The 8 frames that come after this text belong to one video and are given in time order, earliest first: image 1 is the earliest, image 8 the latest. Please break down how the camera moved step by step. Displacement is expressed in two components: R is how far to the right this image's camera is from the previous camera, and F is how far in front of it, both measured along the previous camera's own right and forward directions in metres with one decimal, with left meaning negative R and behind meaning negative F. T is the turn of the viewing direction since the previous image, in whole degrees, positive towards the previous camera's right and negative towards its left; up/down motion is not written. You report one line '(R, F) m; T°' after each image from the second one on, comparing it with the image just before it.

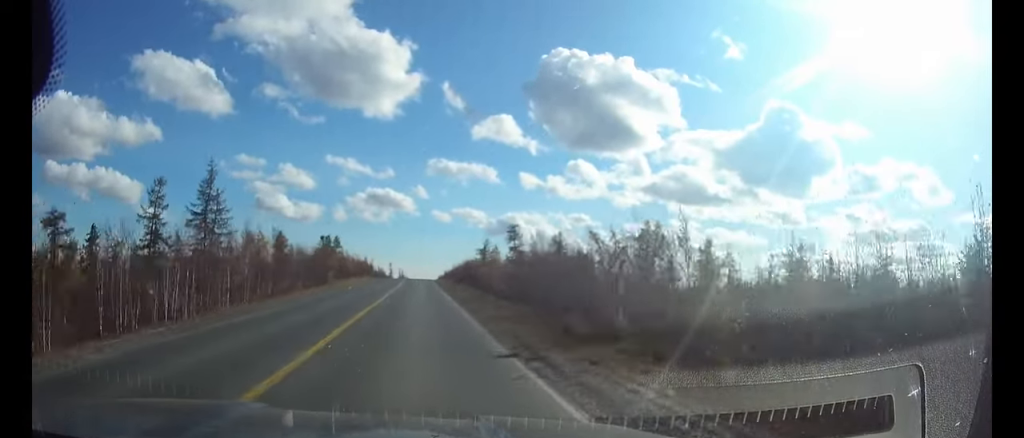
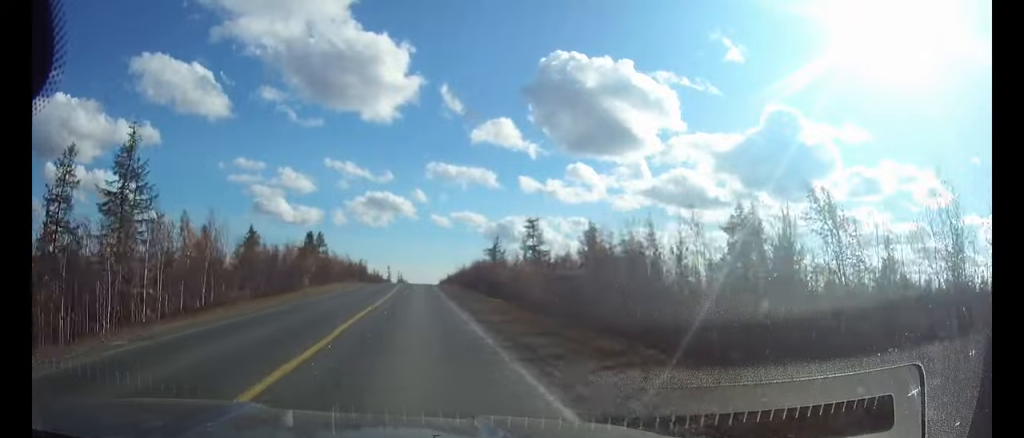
(0.0, +14.6) m; 0°
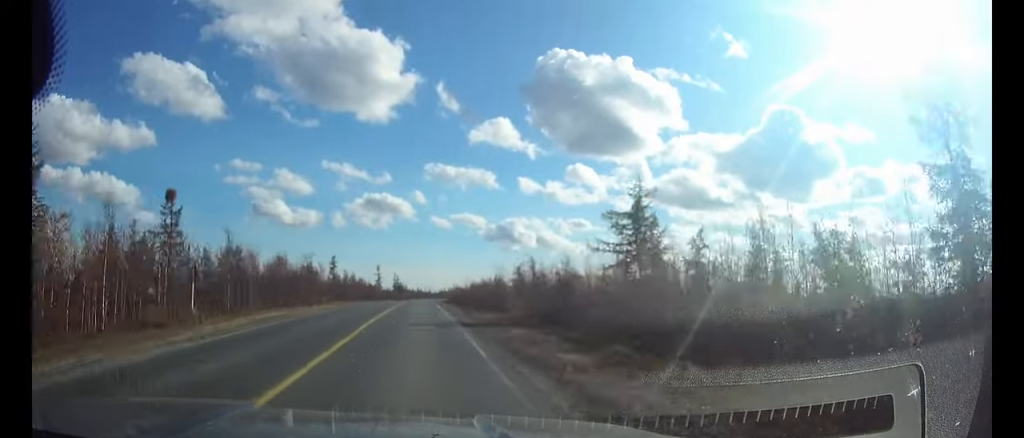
(0.0, +62.2) m; 0°
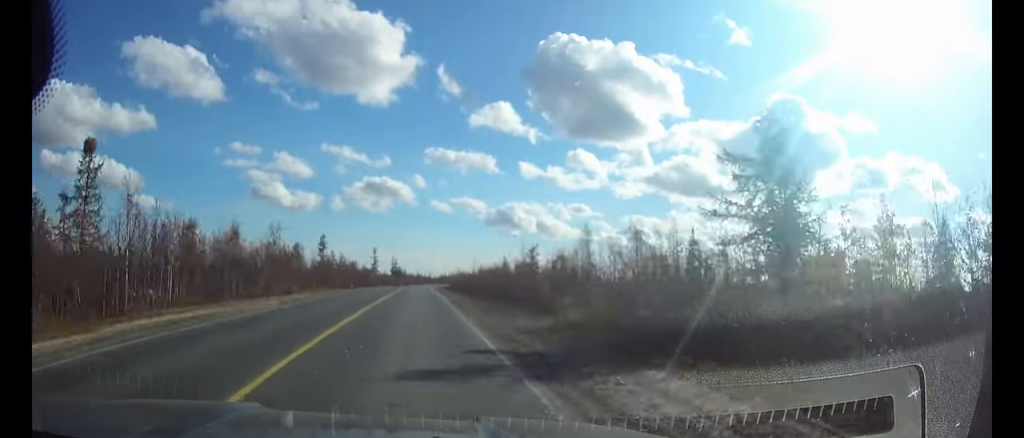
(0.0, +14.7) m; 0°
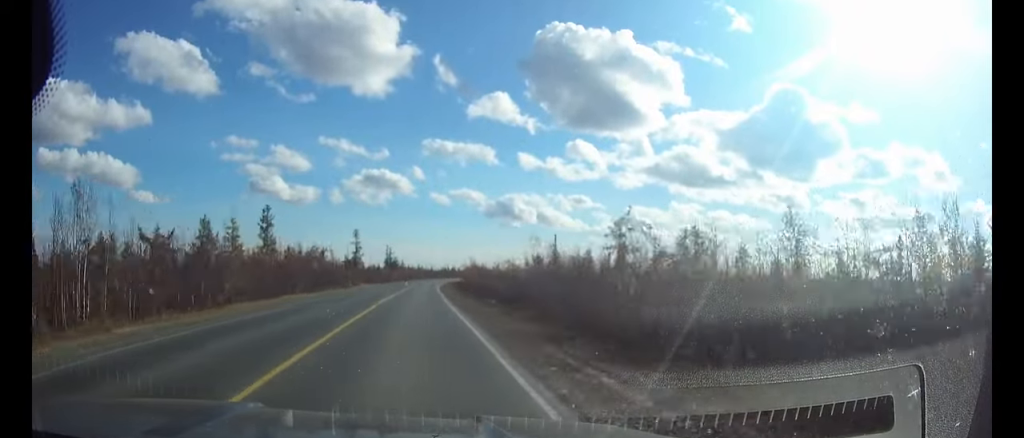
(0.0, +43.0) m; 0°
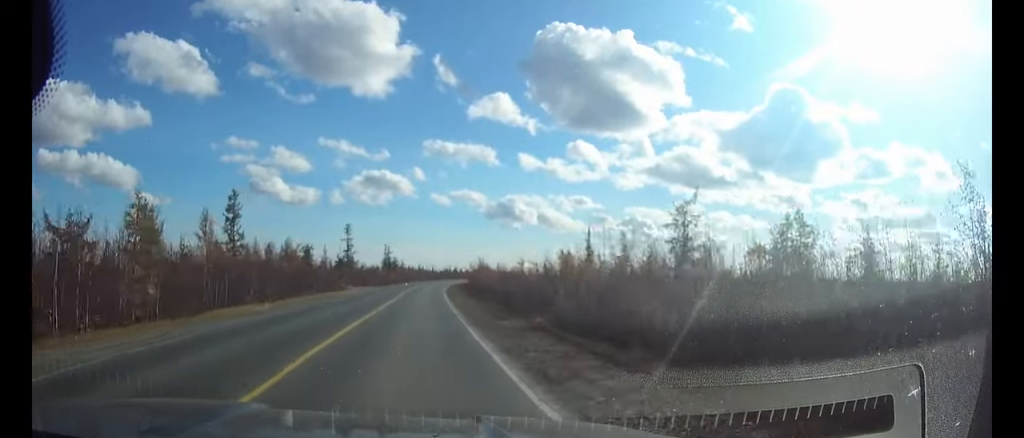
(+0.1, +14.6) m; 0°
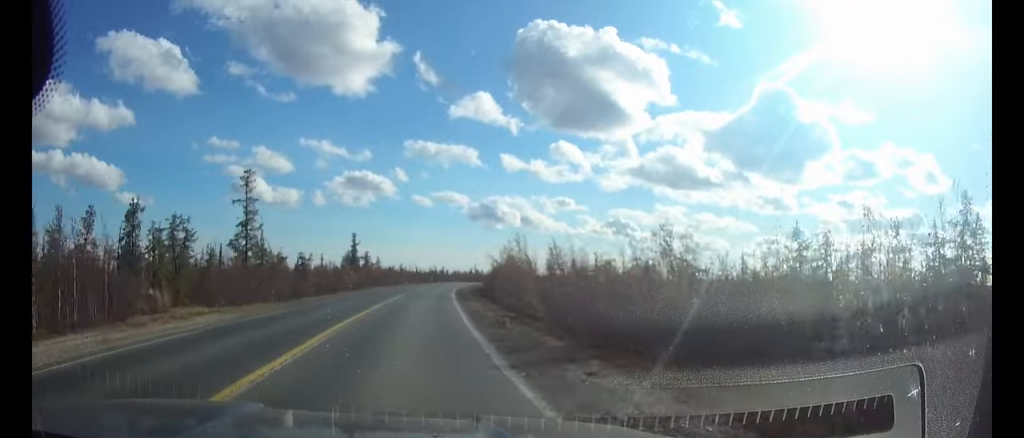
(+0.5, +51.7) m; +2°
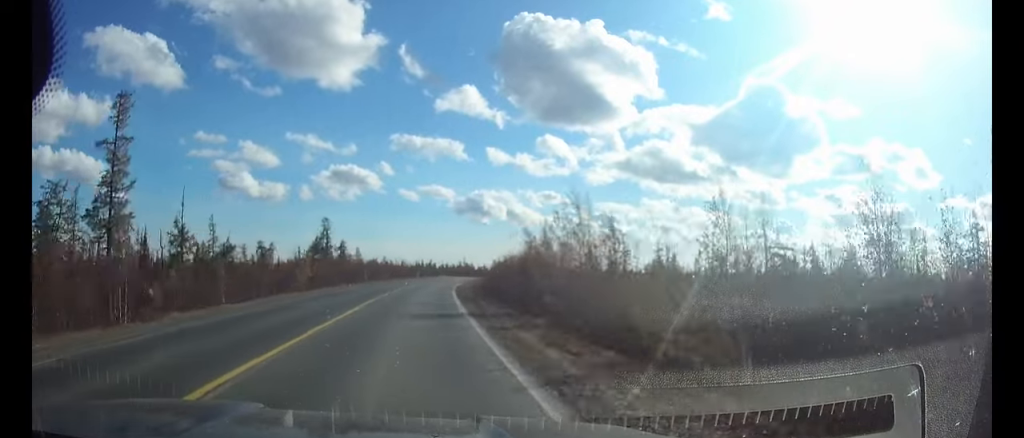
(+0.4, +22.9) m; +2°
